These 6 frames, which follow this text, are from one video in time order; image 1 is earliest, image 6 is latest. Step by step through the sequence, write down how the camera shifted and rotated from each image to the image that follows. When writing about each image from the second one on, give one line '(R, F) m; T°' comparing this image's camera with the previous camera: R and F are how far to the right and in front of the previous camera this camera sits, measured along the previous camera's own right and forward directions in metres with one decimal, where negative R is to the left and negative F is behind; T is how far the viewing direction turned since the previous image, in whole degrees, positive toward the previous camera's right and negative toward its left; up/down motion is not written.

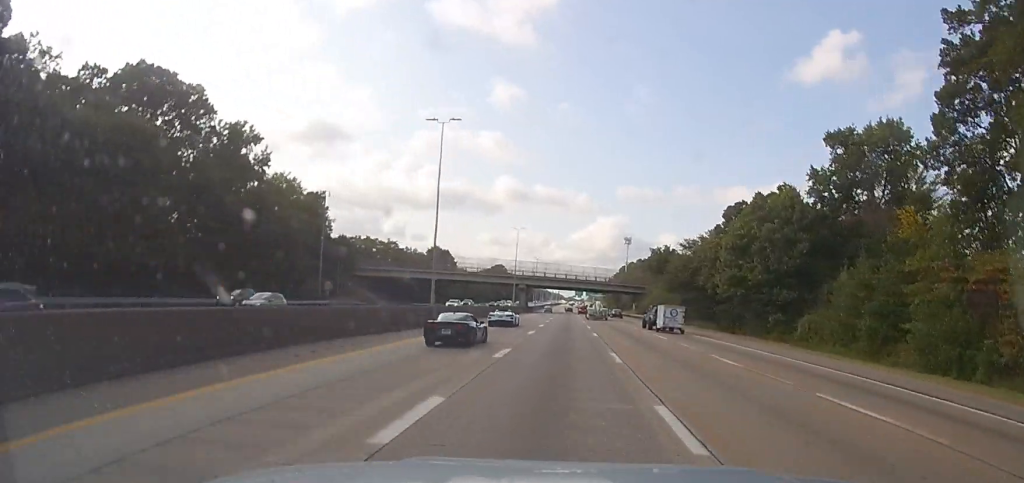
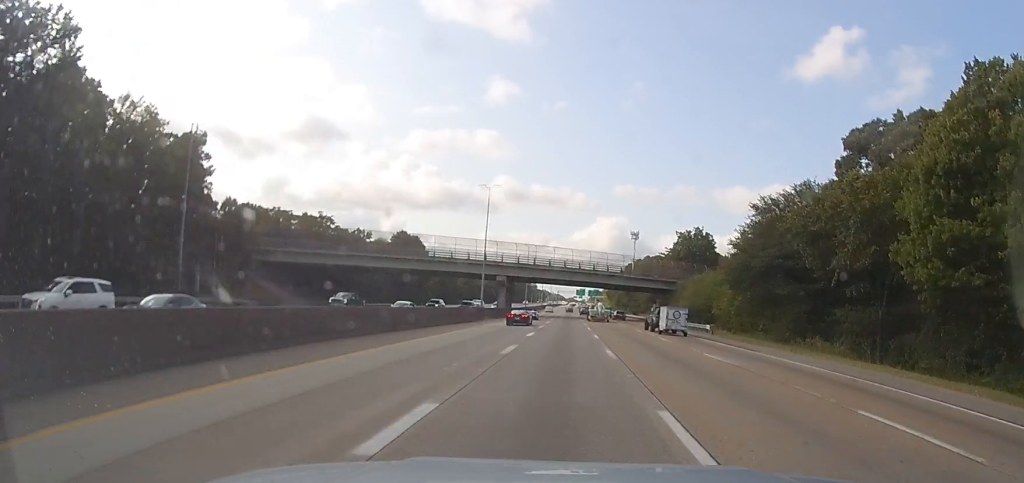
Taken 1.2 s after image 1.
(-0.1, +37.9) m; 0°
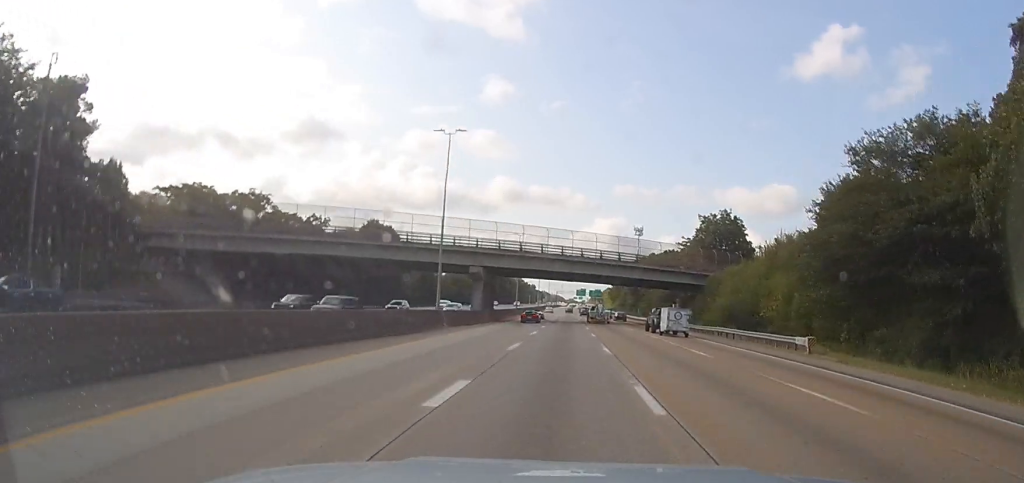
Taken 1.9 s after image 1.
(+0.1, +21.2) m; 0°
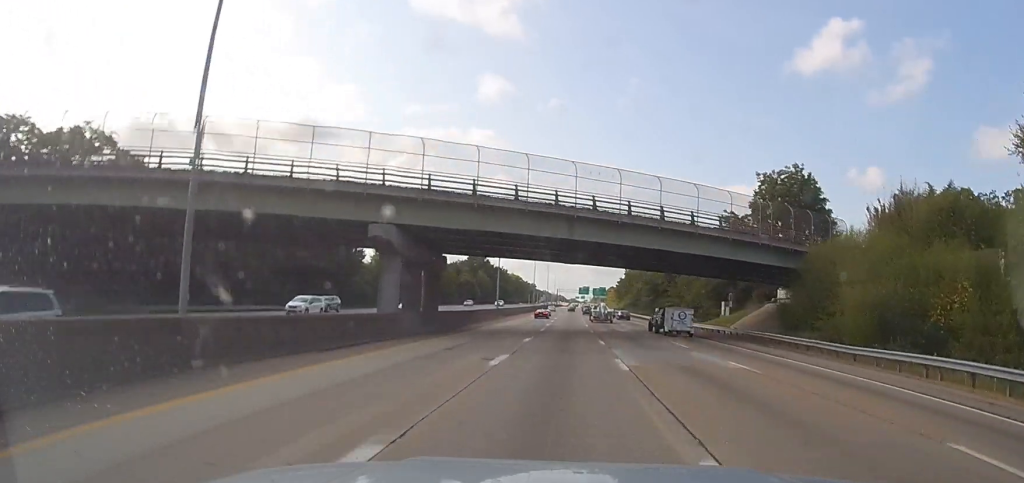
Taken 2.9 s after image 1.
(+0.1, +30.2) m; 0°
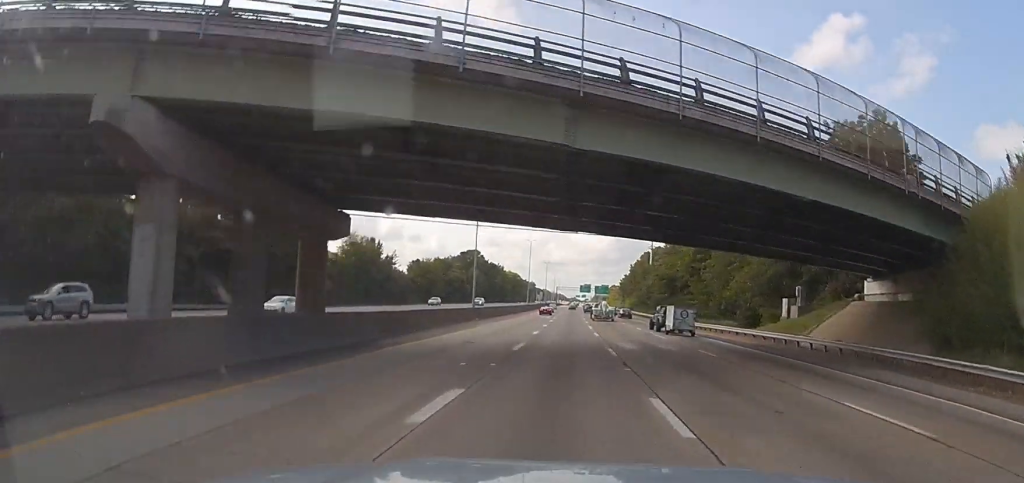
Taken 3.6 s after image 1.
(0.0, +19.1) m; 0°
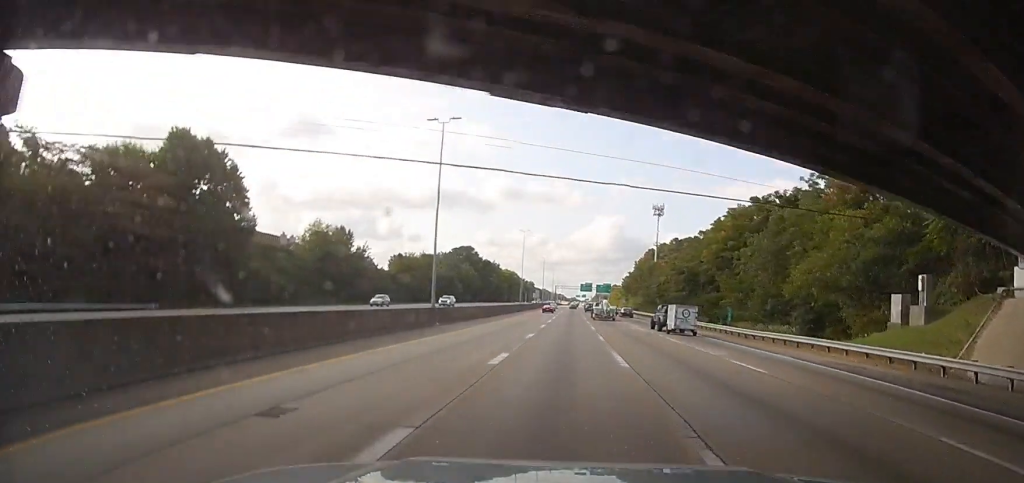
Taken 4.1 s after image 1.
(0.0, +17.2) m; 0°
